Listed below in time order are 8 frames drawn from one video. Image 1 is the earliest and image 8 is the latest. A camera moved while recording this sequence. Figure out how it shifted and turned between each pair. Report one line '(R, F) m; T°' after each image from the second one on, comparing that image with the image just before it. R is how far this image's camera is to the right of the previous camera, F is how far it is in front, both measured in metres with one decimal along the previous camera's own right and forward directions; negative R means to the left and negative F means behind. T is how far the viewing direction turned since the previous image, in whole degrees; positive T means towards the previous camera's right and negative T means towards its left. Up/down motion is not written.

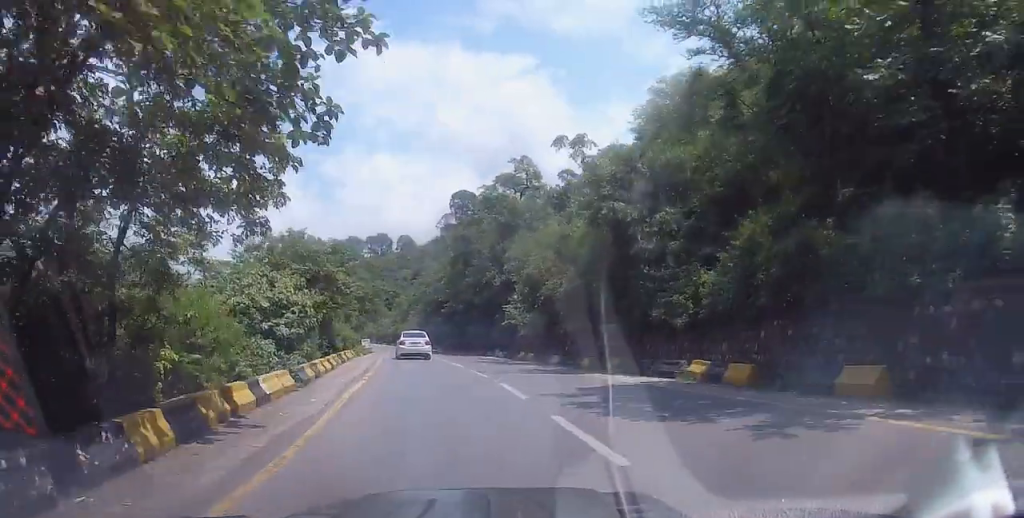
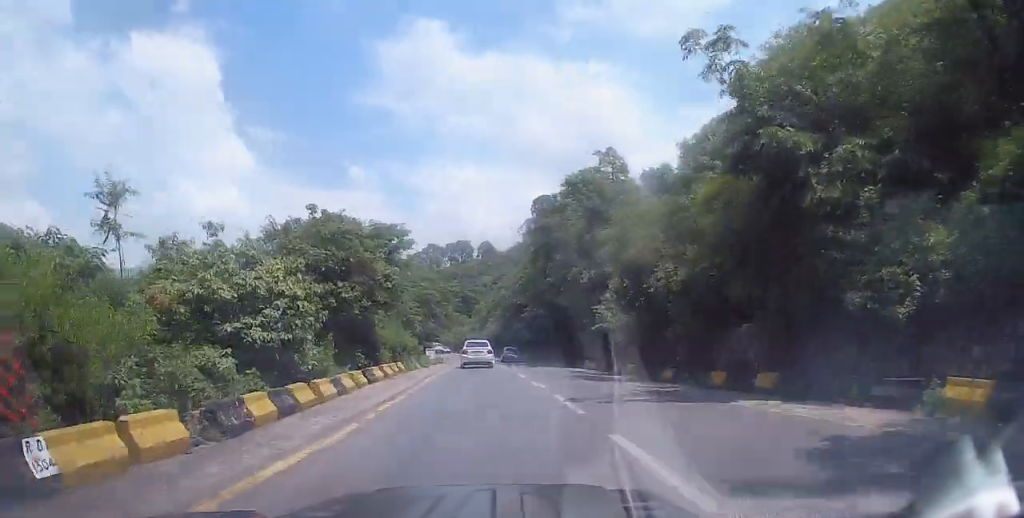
(-0.2, +7.4) m; -4°
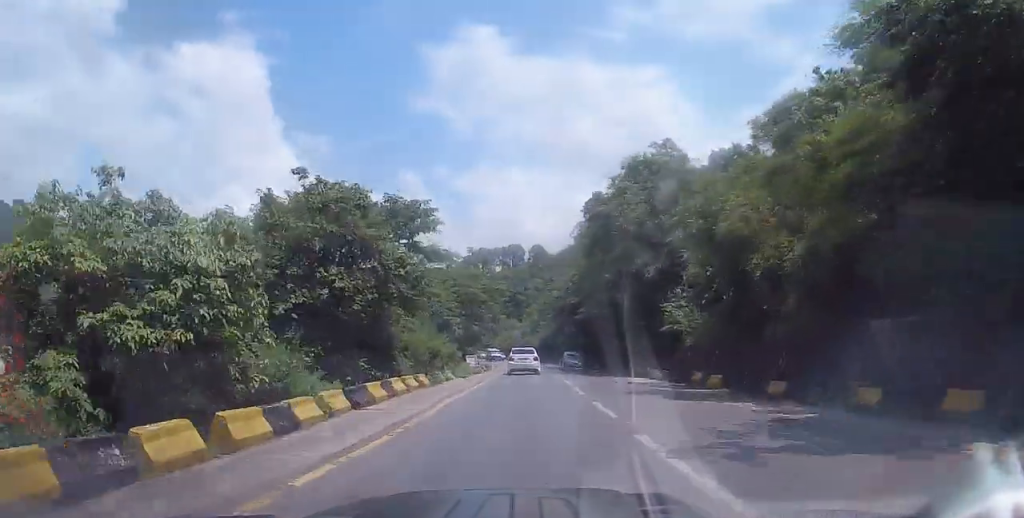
(-0.1, +5.6) m; -3°
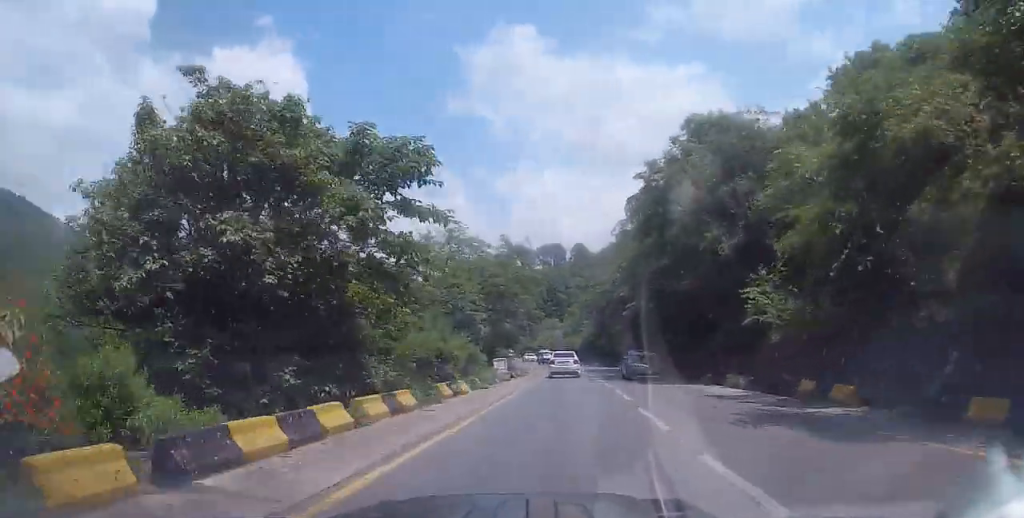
(-0.5, +7.0) m; -2°
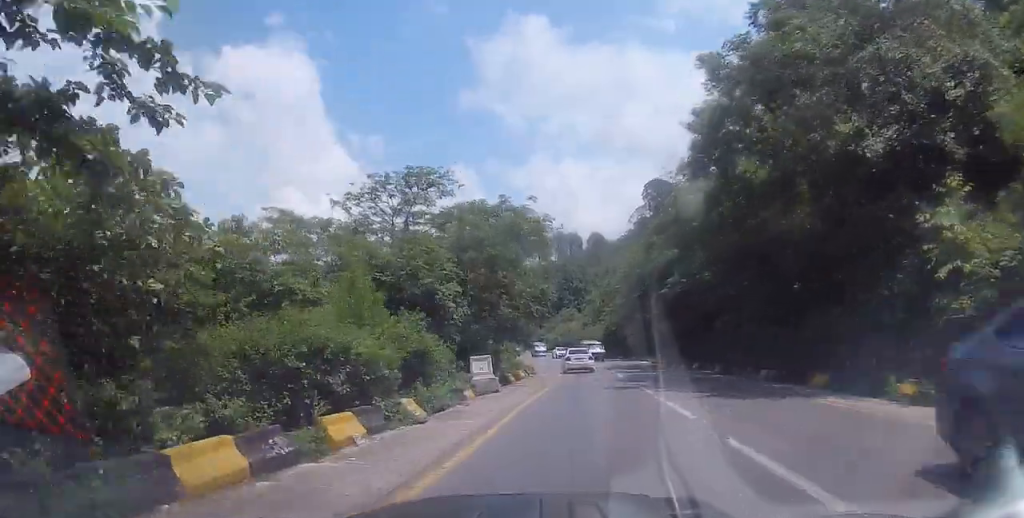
(0.0, +11.6) m; -3°
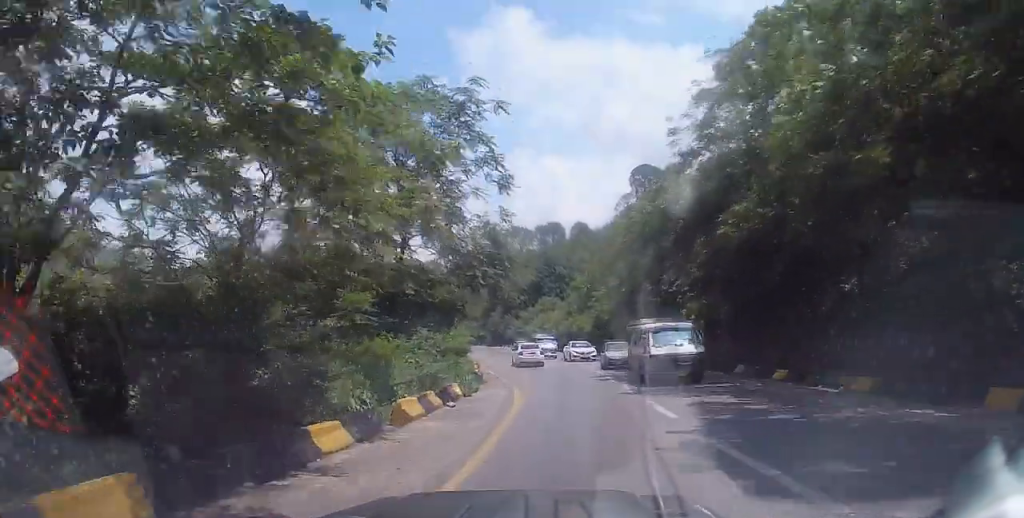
(-0.1, +17.7) m; +5°
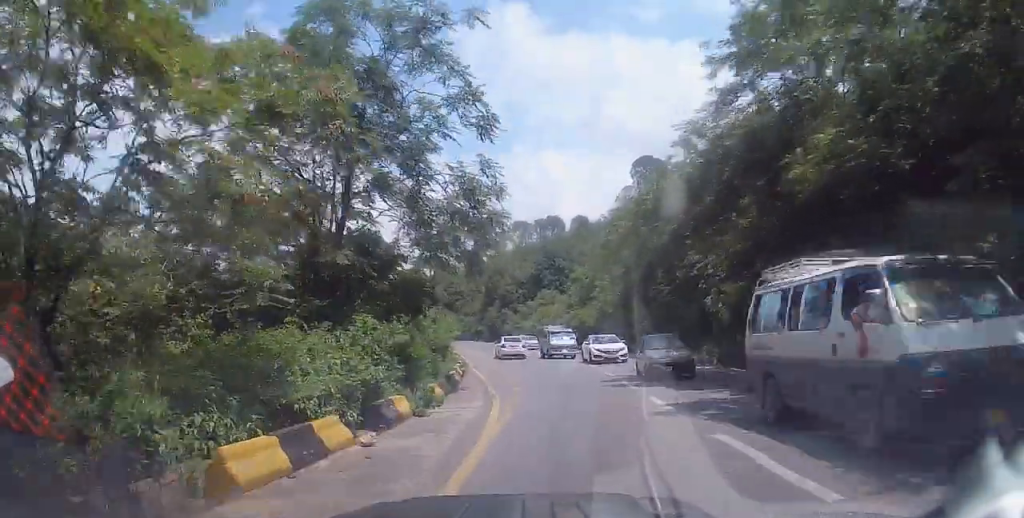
(+0.2, +6.1) m; +4°
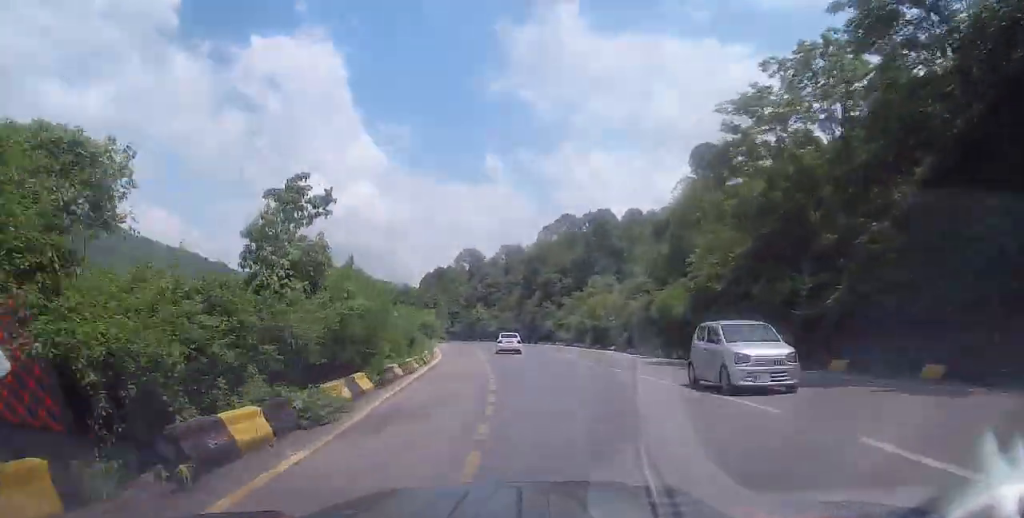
(-2.4, +23.1) m; -22°
